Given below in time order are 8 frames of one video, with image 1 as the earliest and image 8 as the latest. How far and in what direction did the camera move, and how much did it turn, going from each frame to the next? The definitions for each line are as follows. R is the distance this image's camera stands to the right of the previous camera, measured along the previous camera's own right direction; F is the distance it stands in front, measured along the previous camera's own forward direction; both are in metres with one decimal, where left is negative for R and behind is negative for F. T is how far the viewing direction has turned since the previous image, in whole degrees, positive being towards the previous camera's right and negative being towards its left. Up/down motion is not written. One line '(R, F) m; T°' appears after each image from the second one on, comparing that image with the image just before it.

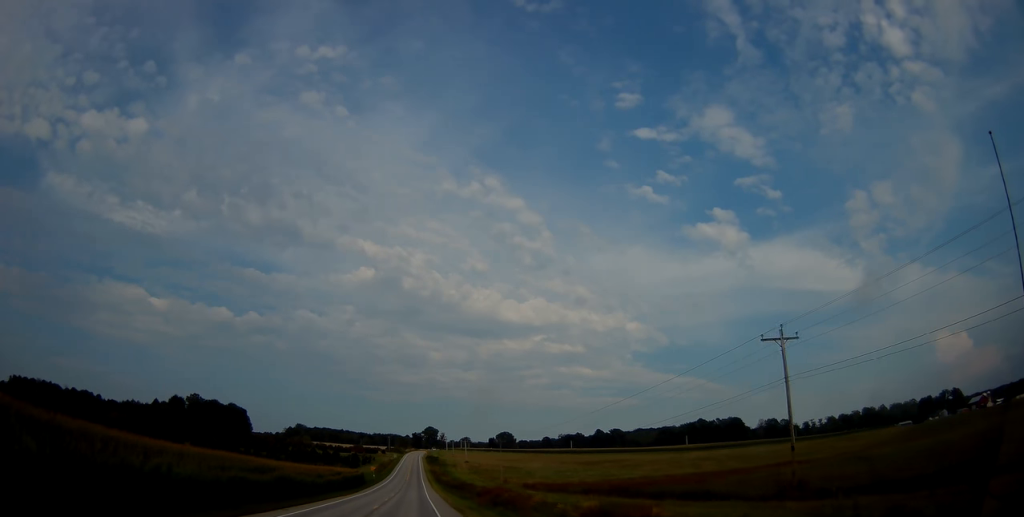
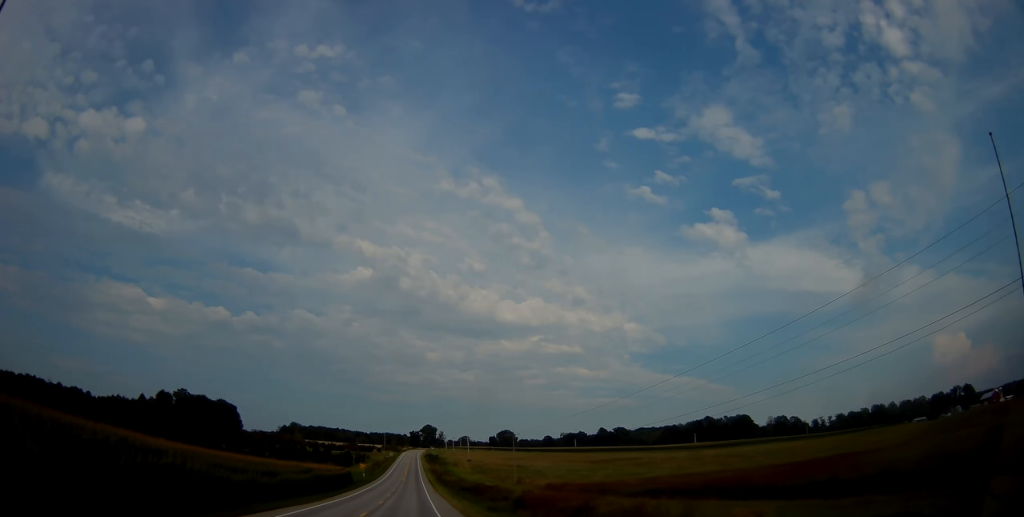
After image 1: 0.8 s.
(0.0, +18.9) m; 0°
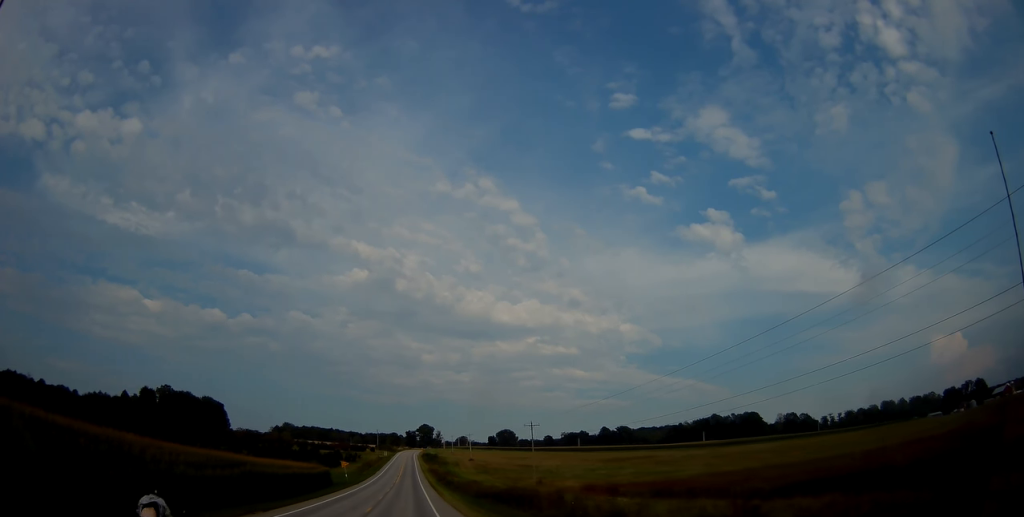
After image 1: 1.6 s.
(0.0, +20.5) m; 0°
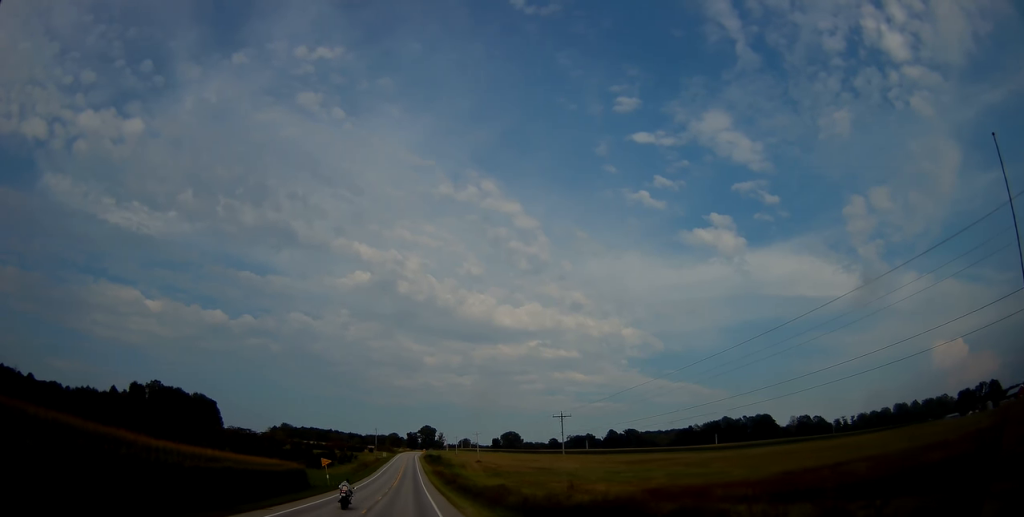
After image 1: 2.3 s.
(0.0, +17.2) m; 0°
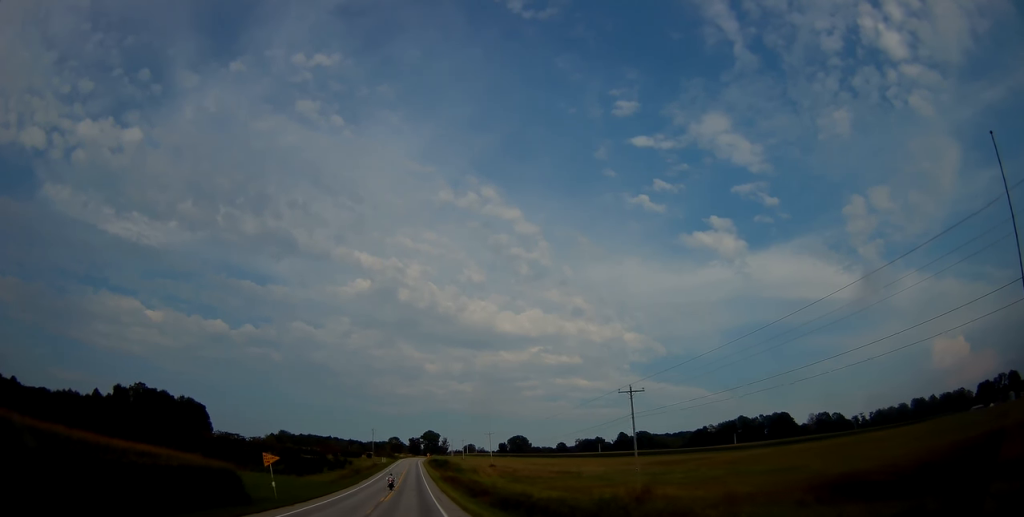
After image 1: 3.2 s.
(0.0, +23.2) m; 0°
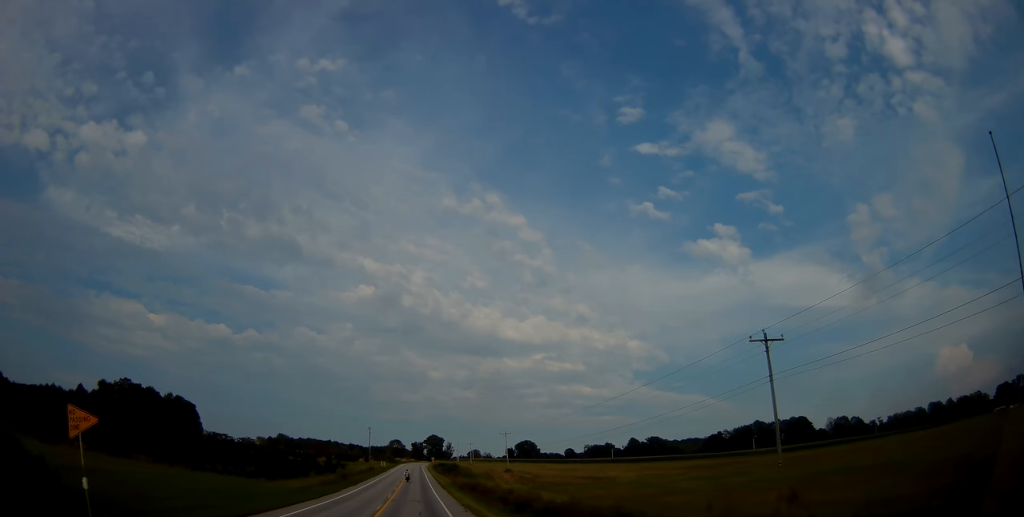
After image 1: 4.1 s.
(0.0, +21.0) m; 0°
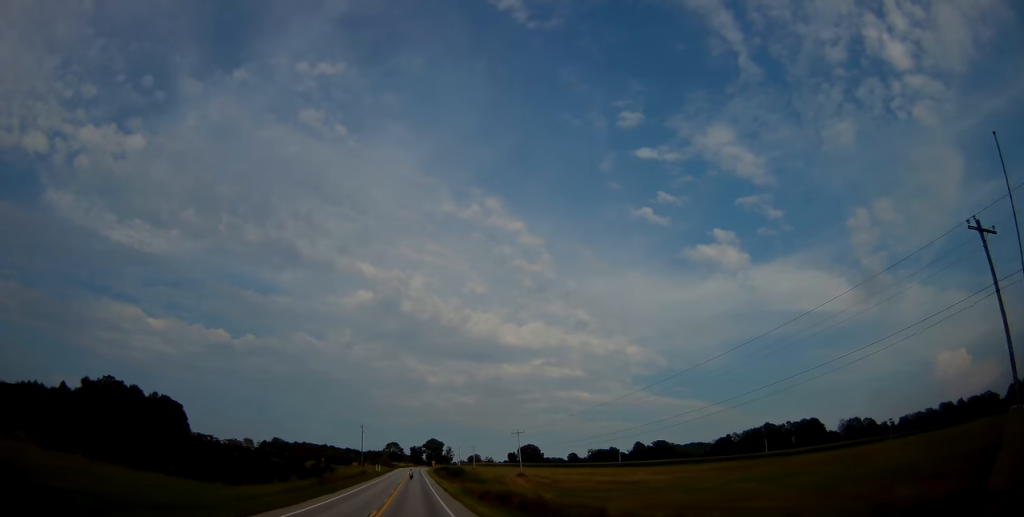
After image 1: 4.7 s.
(0.0, +16.7) m; 0°
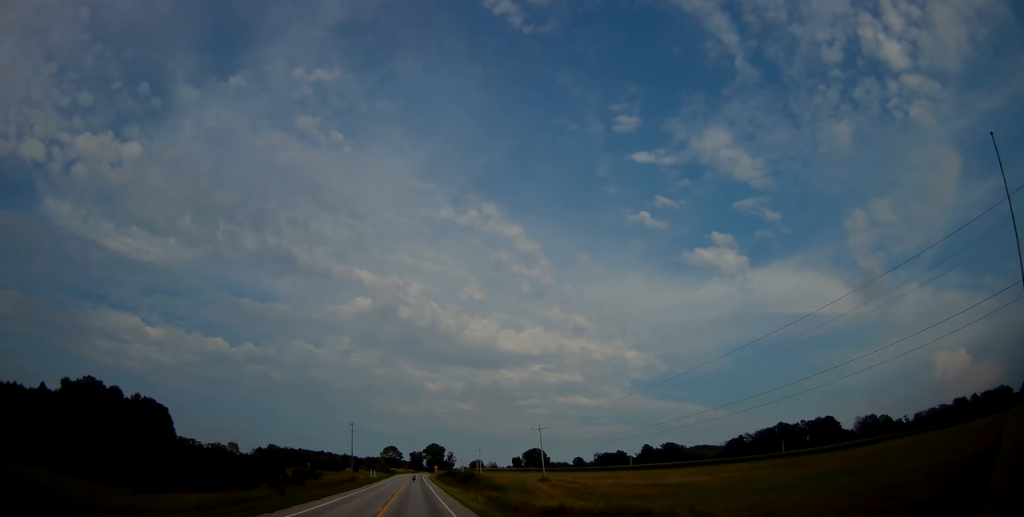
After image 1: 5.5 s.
(0.0, +19.2) m; 0°
